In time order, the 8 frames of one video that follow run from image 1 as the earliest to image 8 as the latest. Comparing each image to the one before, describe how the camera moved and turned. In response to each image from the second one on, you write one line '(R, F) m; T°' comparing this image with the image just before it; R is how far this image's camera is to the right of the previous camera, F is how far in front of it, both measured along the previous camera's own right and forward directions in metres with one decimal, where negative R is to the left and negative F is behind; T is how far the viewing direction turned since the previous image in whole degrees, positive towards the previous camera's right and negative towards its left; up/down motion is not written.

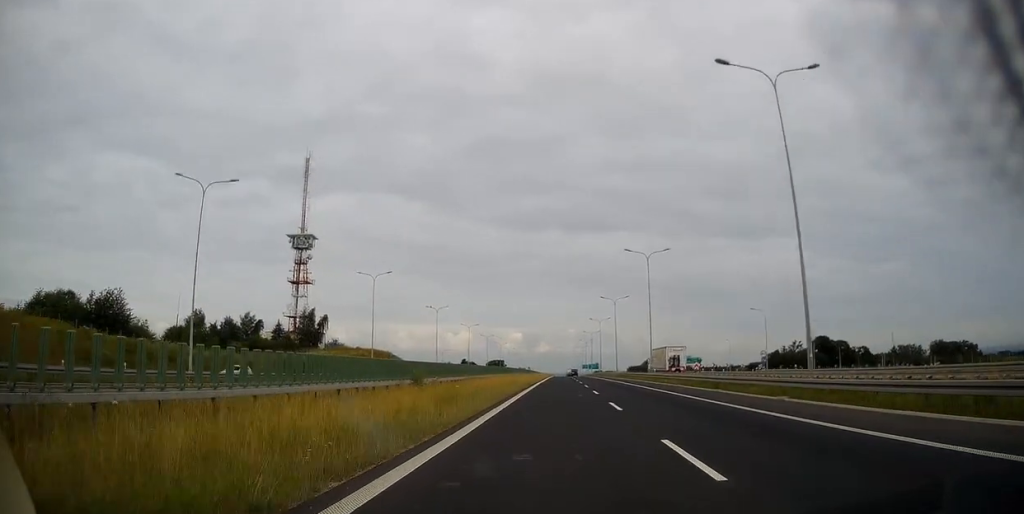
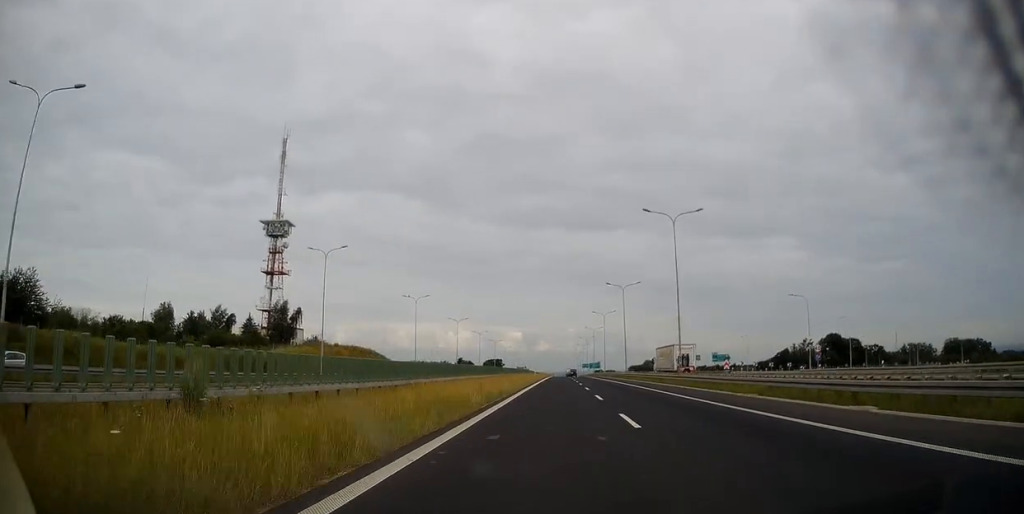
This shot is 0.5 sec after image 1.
(0.0, +17.6) m; 0°
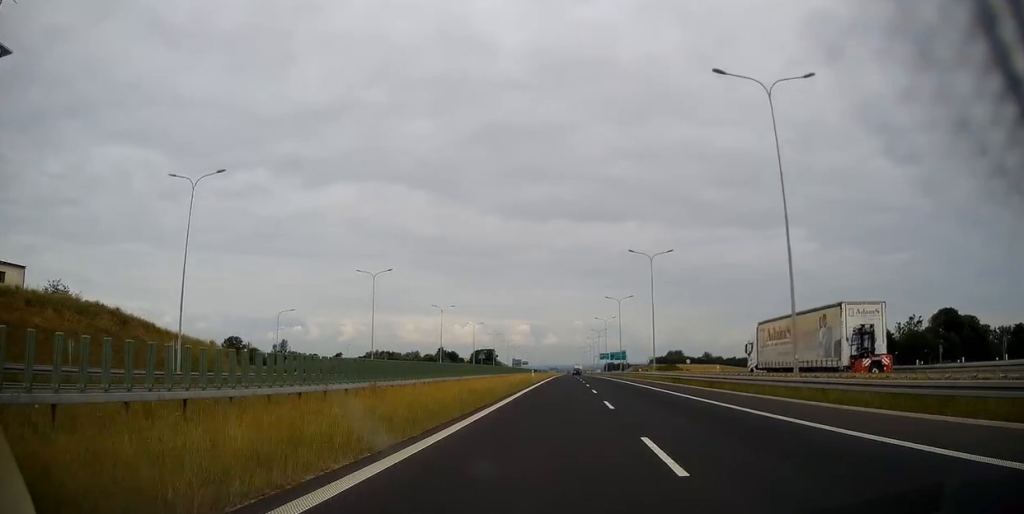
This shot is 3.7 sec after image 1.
(-0.6, +113.9) m; -1°
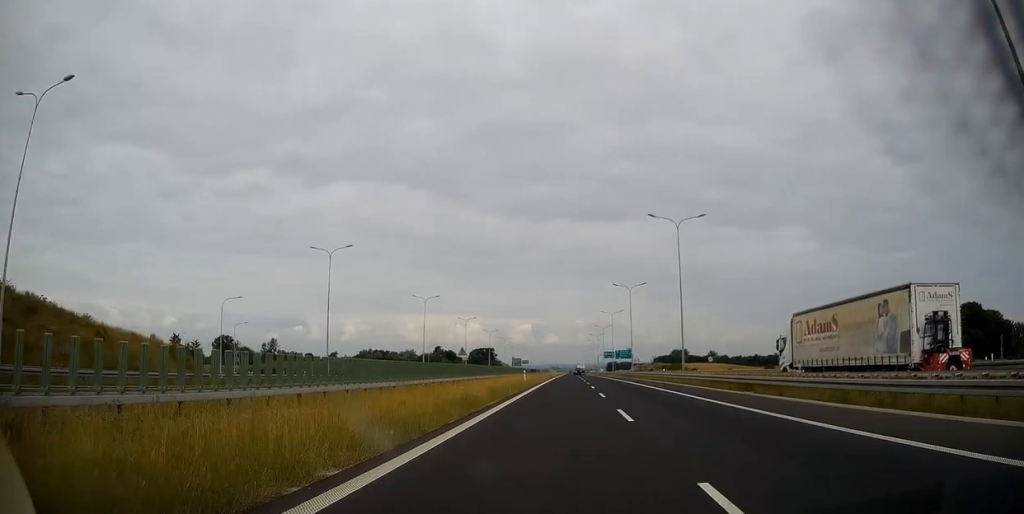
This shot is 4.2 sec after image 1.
(0.0, +16.4) m; 0°
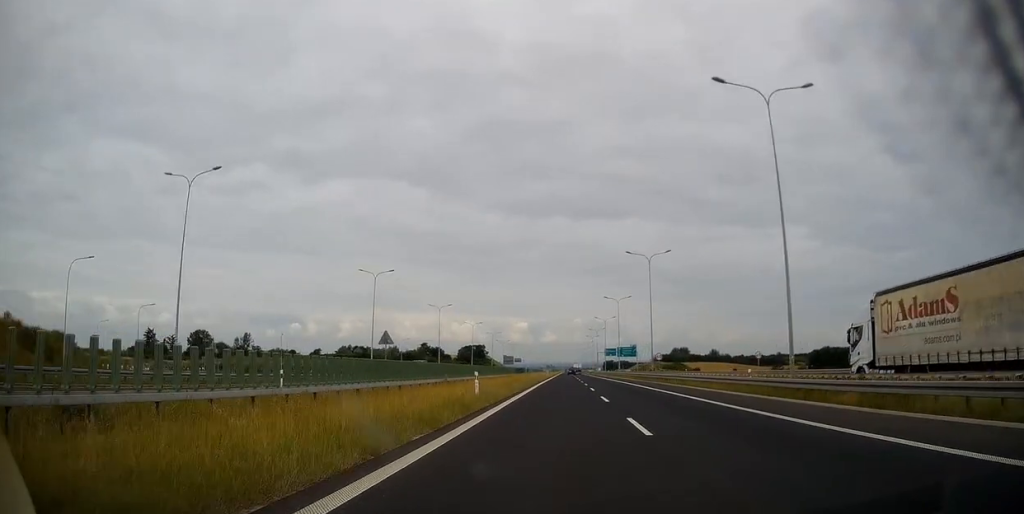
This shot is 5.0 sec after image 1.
(0.0, +26.9) m; 0°
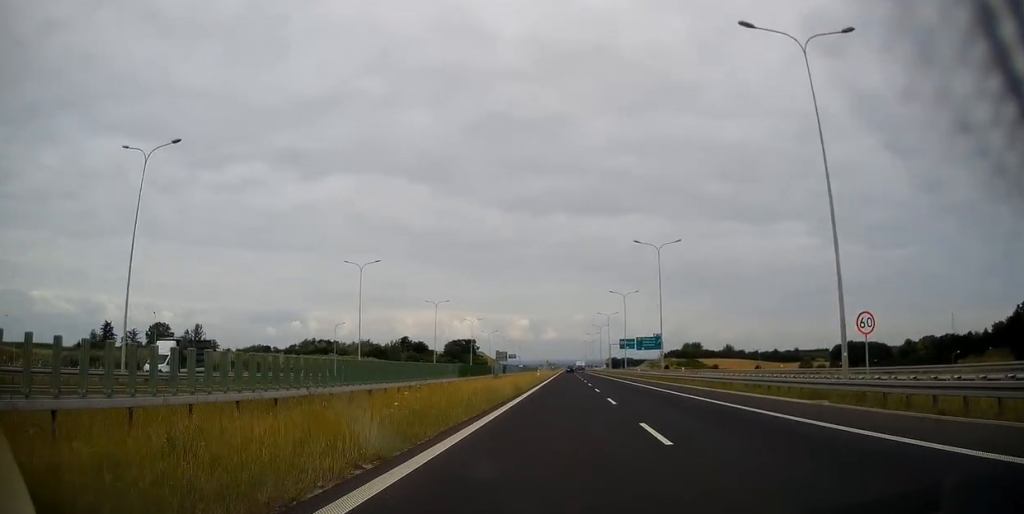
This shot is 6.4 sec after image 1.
(0.0, +49.3) m; 0°
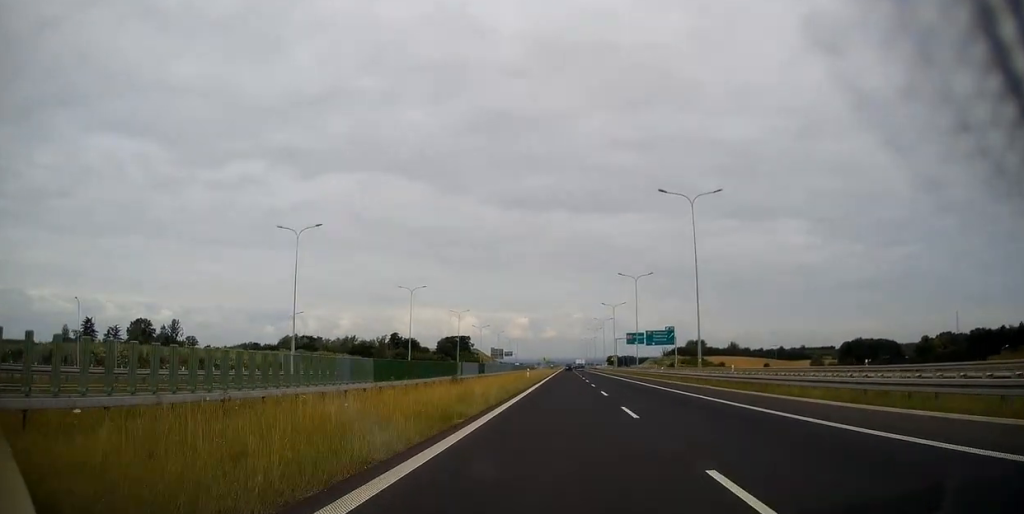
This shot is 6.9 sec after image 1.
(0.0, +18.8) m; 0°
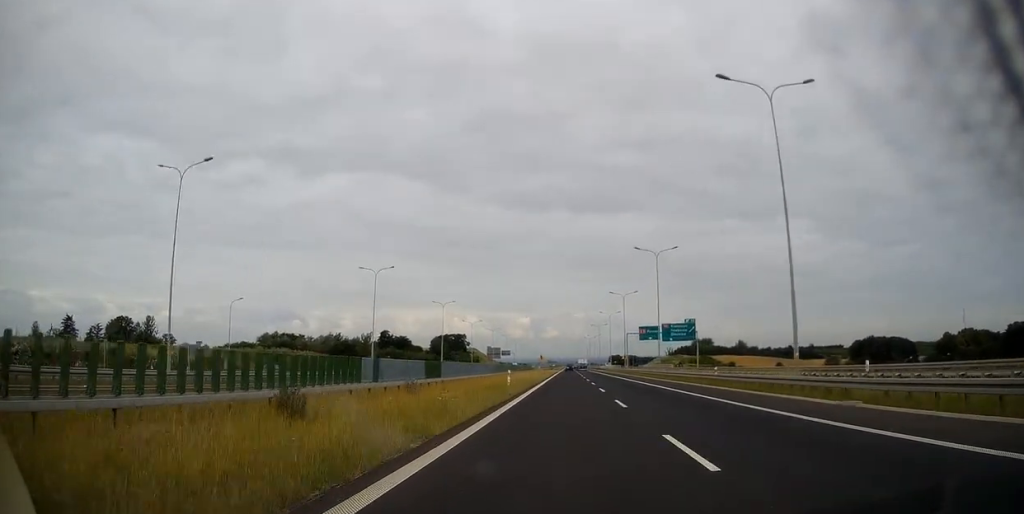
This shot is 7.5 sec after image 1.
(0.0, +20.0) m; 0°
